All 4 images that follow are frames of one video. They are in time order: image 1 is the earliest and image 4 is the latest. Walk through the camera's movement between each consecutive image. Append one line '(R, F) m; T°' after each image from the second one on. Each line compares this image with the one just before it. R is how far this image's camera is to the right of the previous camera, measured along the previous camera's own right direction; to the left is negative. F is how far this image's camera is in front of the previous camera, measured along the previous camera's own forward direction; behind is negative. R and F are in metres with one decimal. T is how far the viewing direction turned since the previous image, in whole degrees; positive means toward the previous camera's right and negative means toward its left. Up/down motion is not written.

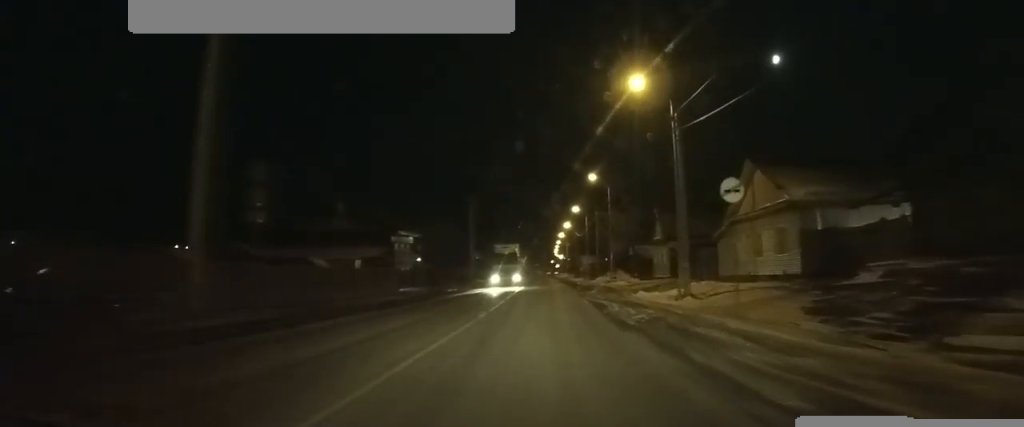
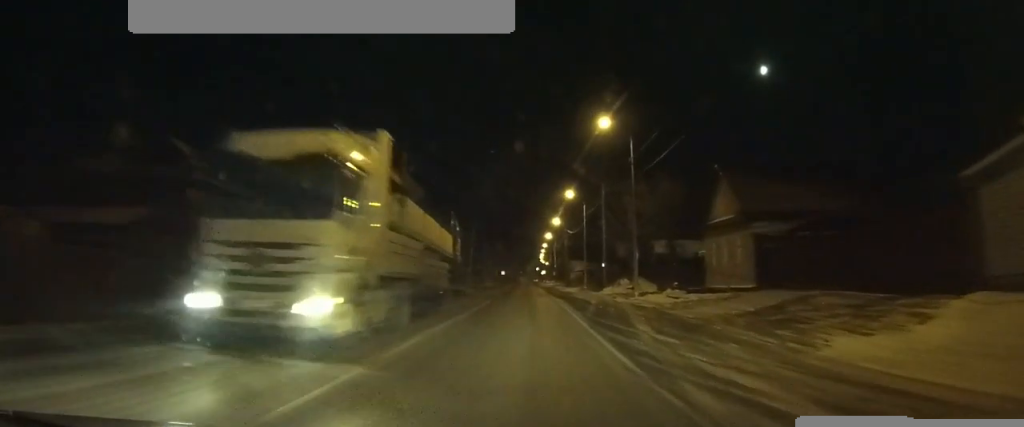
(+1.1, +21.8) m; +5°
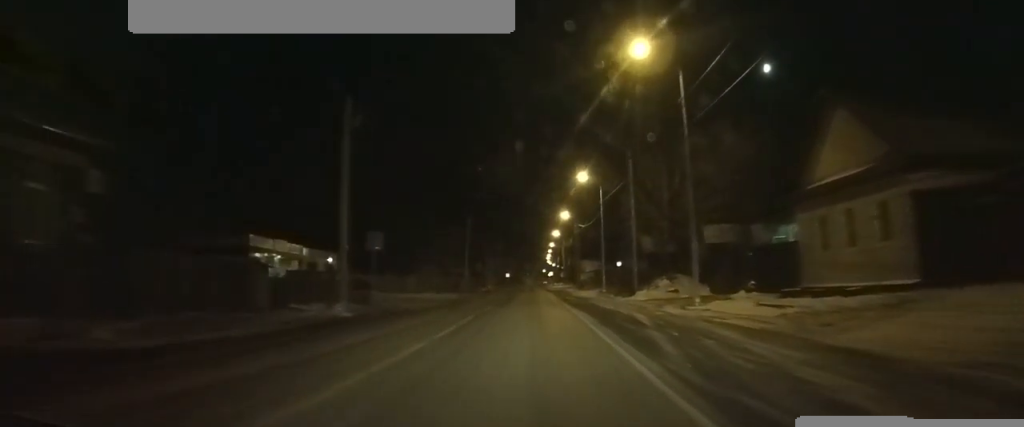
(+0.1, +11.6) m; +1°
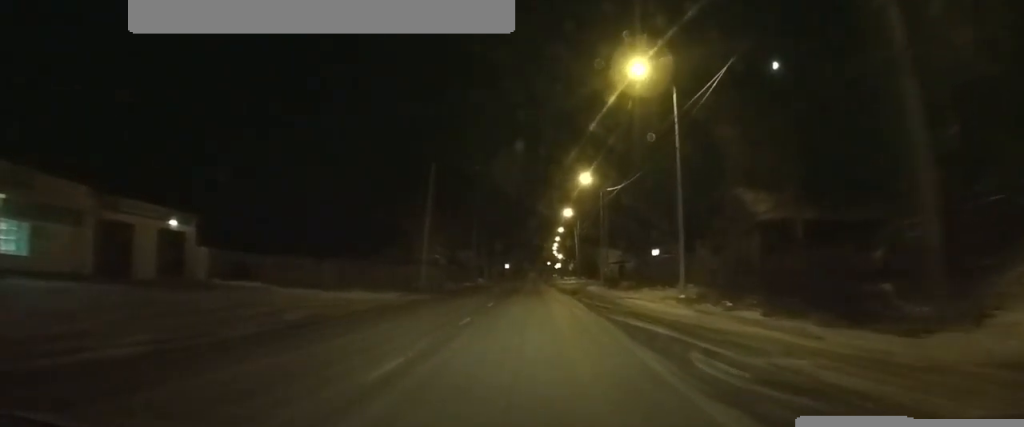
(+0.2, +25.9) m; 0°
